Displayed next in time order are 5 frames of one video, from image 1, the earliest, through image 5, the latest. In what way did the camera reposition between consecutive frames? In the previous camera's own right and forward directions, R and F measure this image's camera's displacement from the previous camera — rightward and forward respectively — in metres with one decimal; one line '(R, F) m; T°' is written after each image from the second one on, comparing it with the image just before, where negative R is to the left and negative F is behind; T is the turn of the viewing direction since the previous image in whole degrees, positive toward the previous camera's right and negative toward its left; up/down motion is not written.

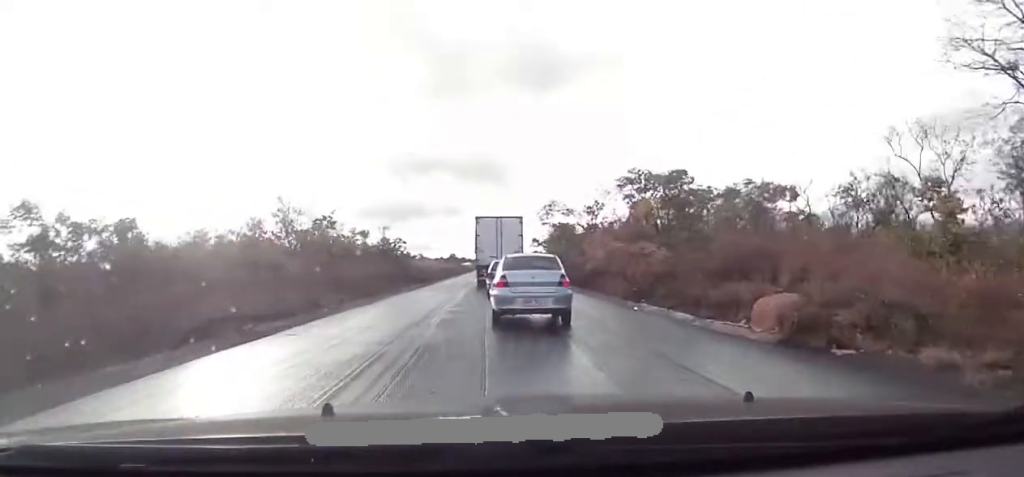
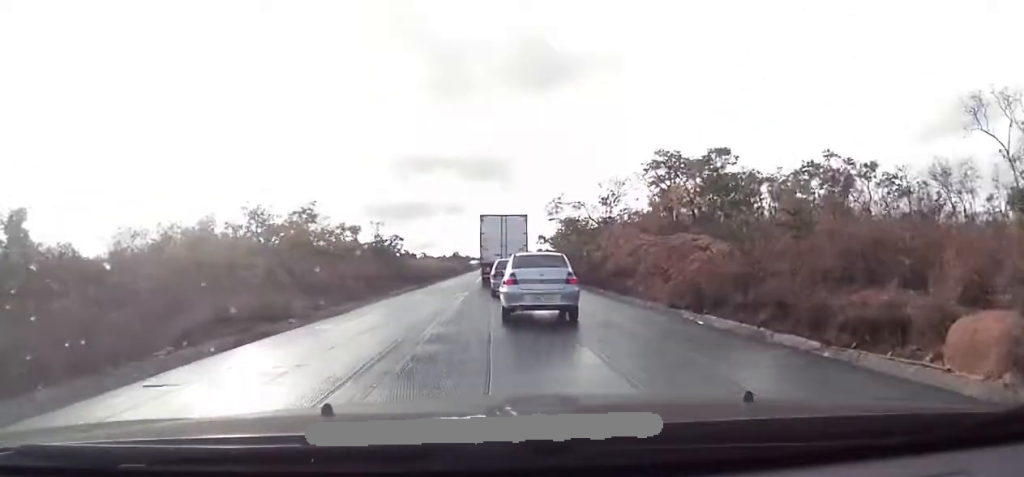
(+0.1, +6.3) m; -1°
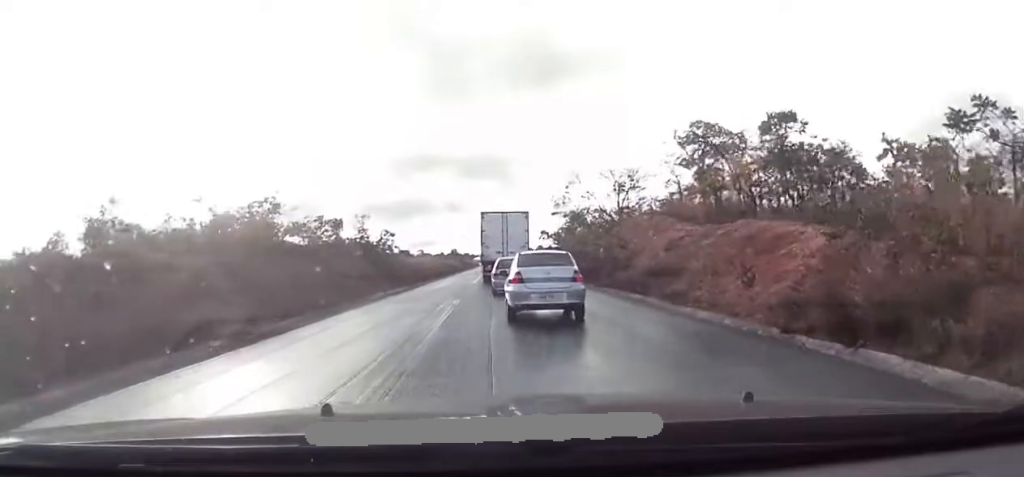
(-0.3, +7.2) m; -2°
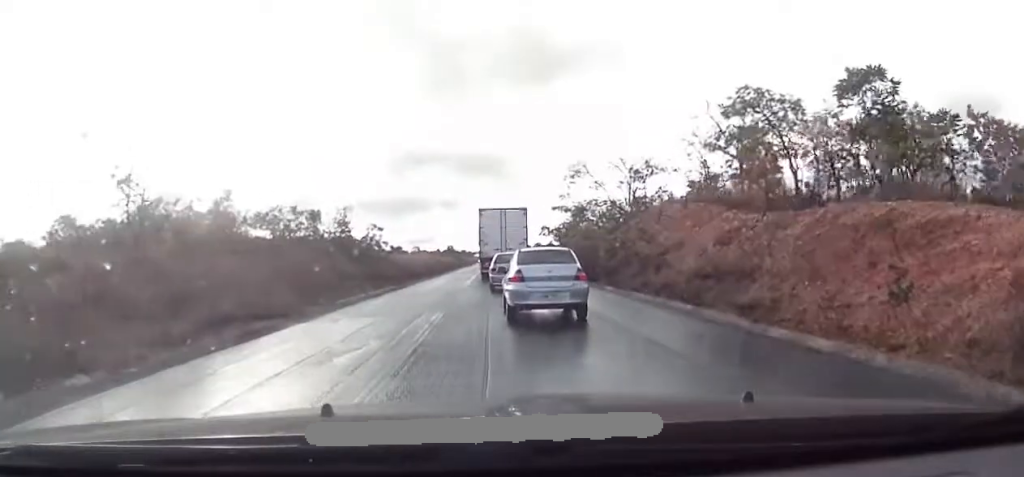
(0.0, +6.3) m; 0°
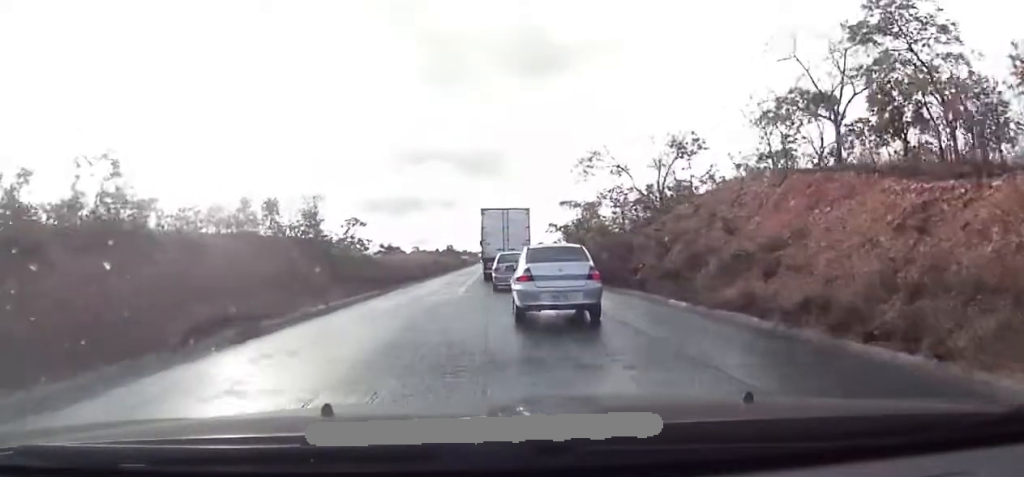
(0.0, +10.3) m; 0°
